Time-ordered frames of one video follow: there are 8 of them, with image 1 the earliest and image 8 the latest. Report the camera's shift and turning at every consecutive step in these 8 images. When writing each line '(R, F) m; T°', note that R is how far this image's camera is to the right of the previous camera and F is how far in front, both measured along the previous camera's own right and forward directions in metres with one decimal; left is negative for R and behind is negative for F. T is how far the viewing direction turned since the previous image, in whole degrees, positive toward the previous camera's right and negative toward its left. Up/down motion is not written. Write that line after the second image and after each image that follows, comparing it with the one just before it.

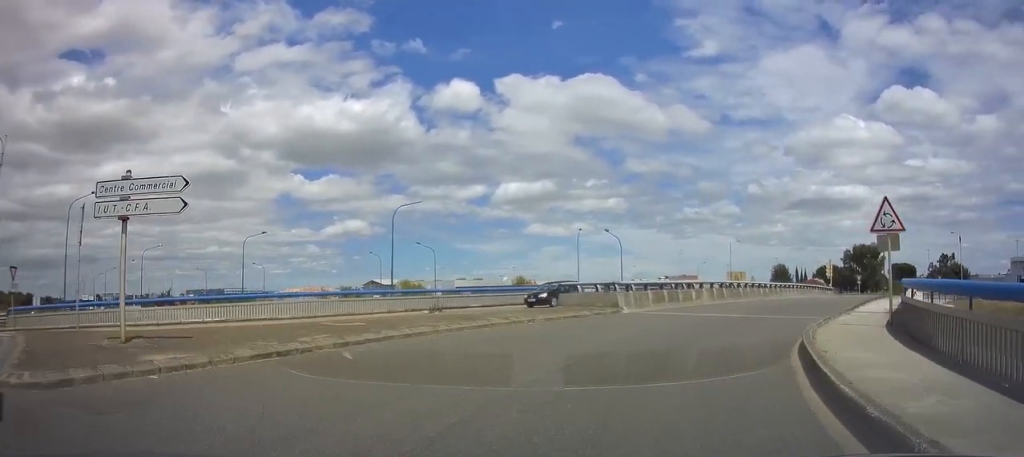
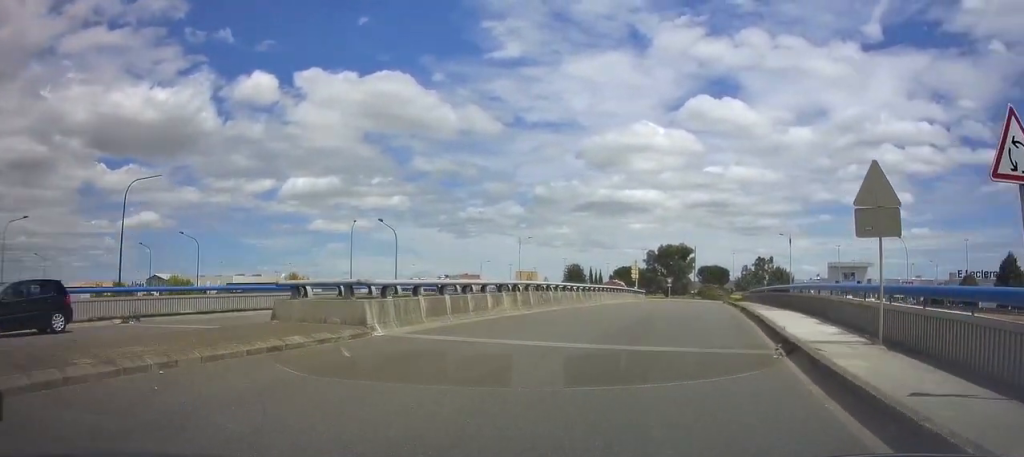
(+1.7, +10.2) m; +18°
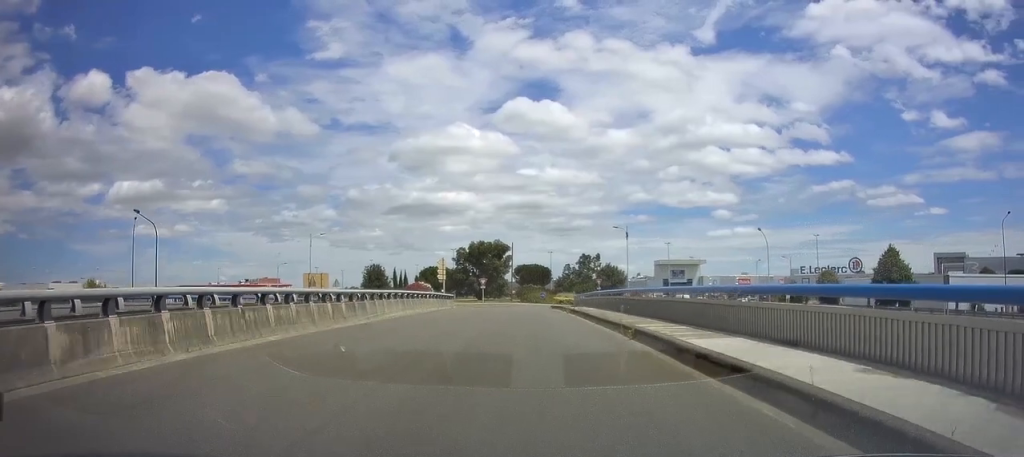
(+1.2, +13.3) m; +6°
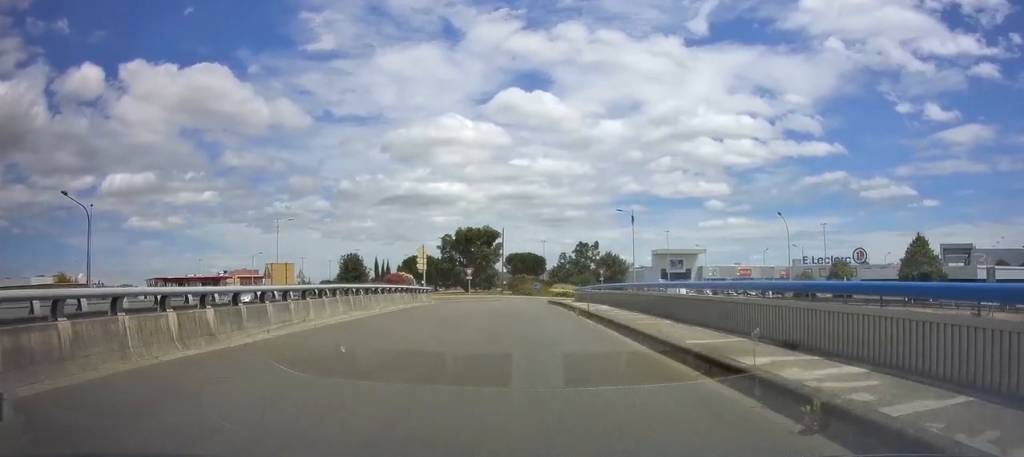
(+0.1, +8.8) m; +2°
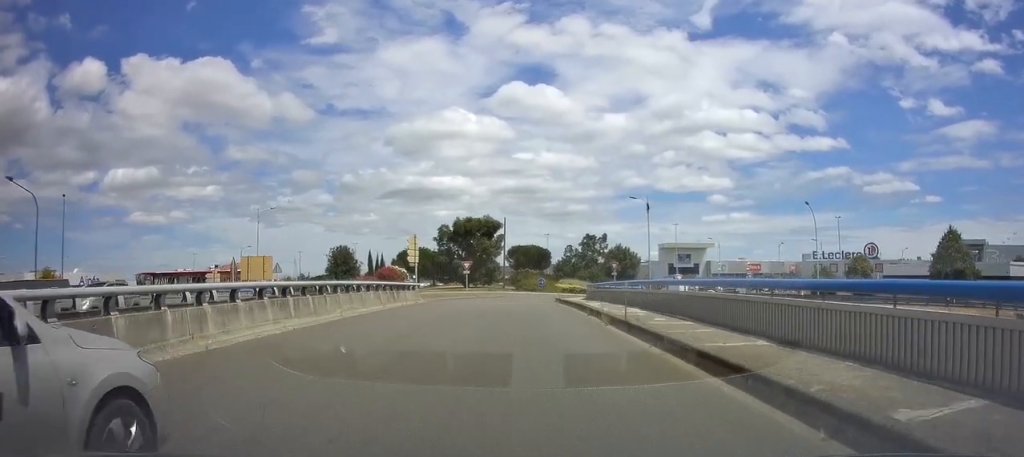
(0.0, +6.6) m; +2°
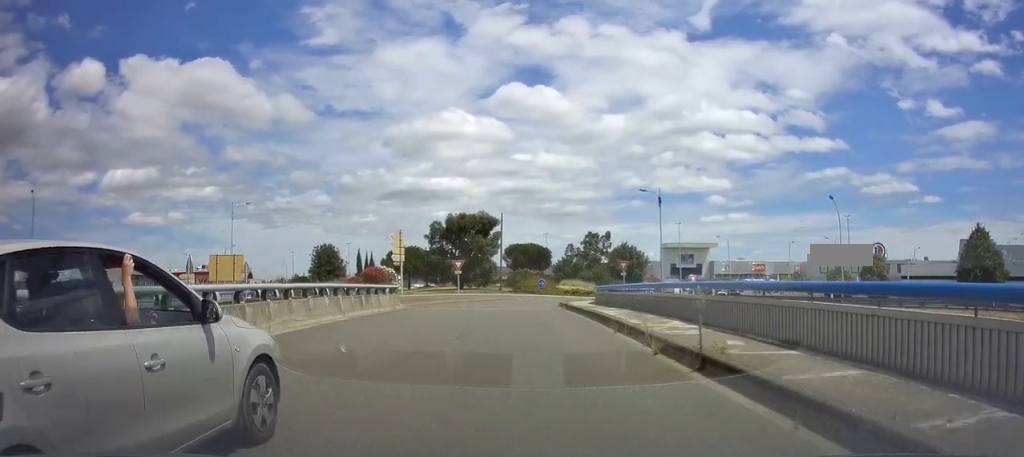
(+0.2, +5.7) m; 0°
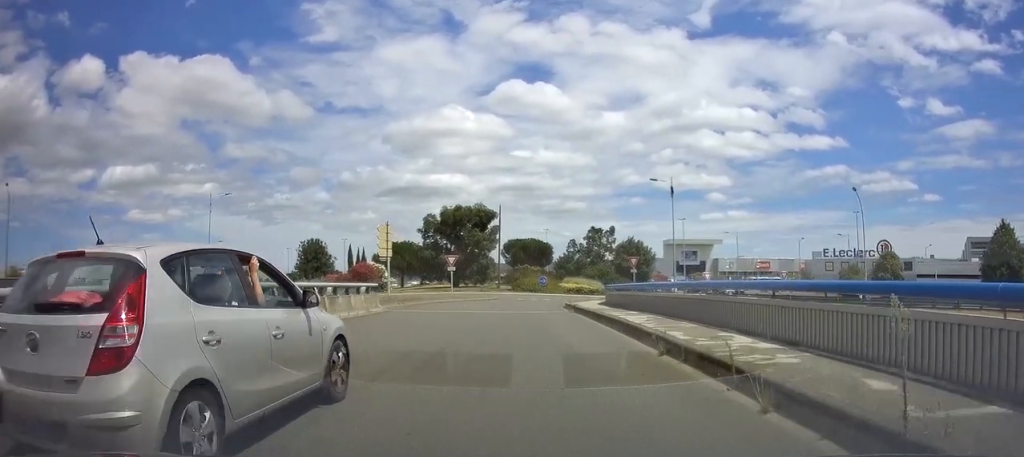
(+0.2, +4.7) m; 0°
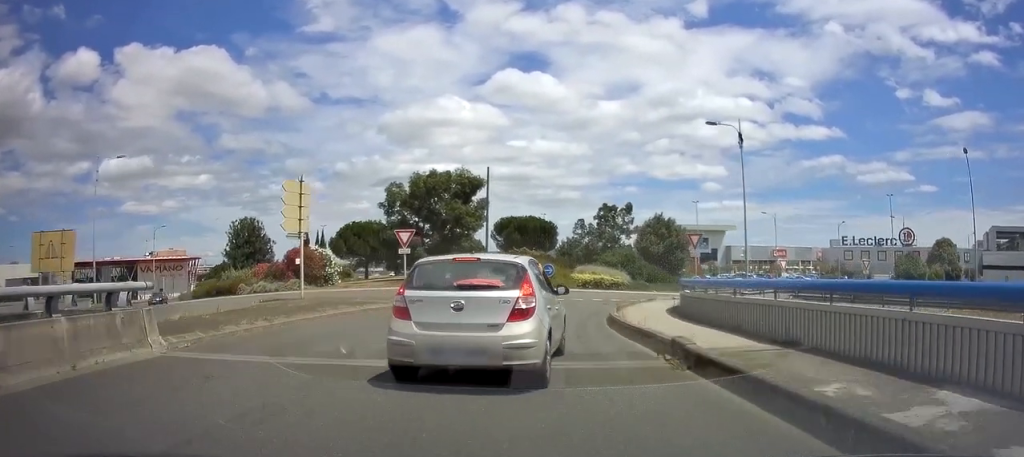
(-0.4, +15.5) m; +1°
